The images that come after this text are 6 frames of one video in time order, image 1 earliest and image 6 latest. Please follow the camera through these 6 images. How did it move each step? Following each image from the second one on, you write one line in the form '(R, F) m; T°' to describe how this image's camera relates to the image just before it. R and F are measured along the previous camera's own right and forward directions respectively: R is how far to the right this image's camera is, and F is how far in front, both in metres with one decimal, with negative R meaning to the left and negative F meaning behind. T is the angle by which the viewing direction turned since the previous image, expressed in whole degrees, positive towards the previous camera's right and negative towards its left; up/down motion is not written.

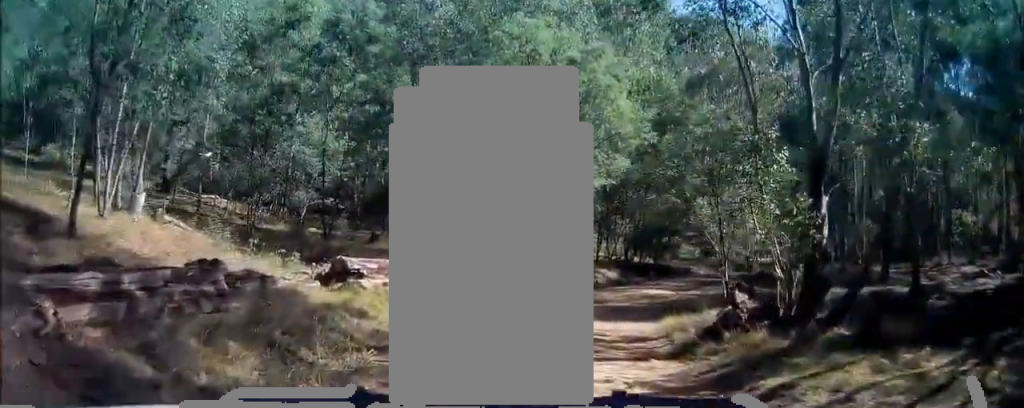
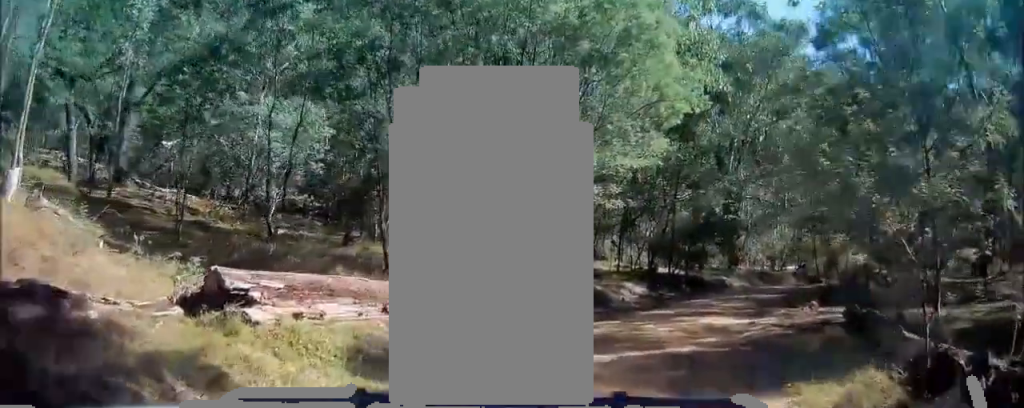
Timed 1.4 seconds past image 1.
(-0.1, +5.5) m; +3°
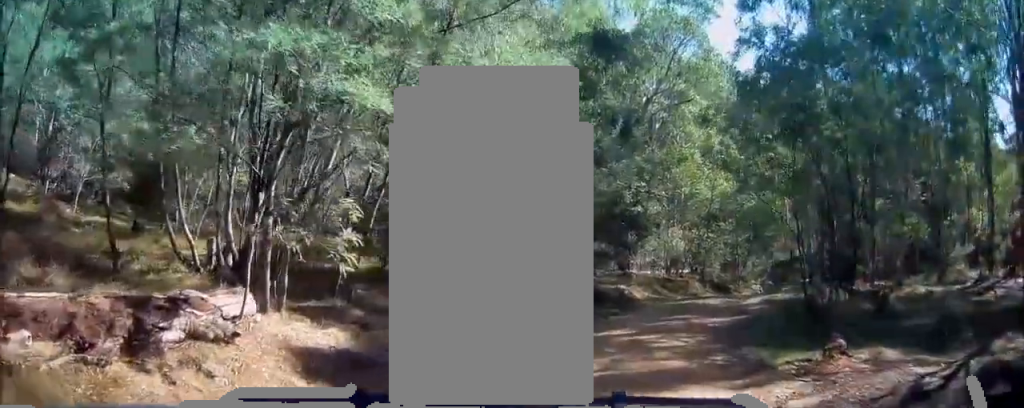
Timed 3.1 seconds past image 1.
(+0.8, +7.0) m; +13°
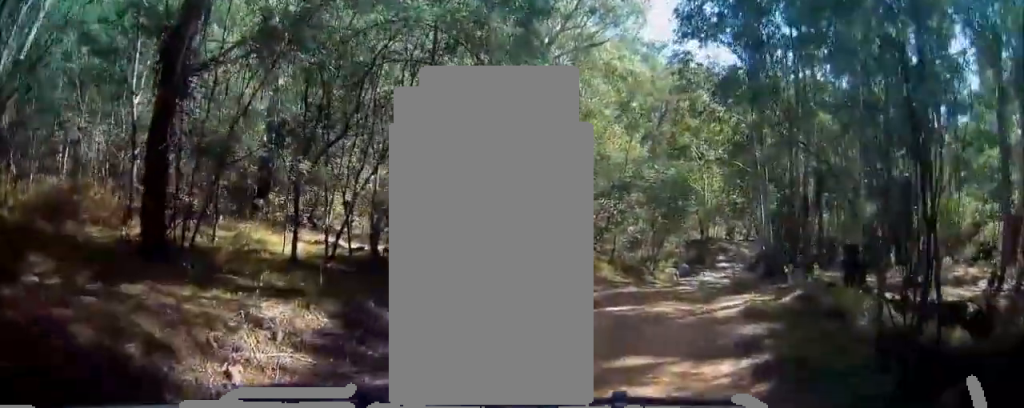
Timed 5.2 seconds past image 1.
(+0.5, +7.4) m; -1°
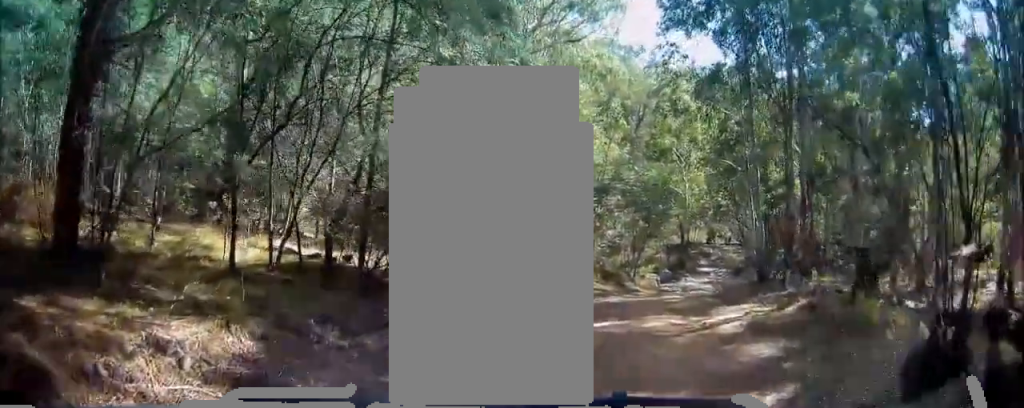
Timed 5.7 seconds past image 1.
(0.0, +1.6) m; -6°
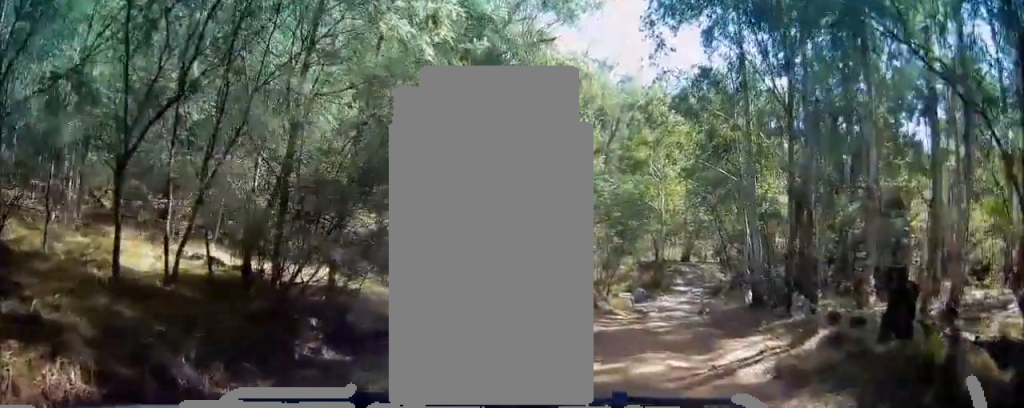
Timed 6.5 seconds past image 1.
(-0.2, +2.5) m; +16°
